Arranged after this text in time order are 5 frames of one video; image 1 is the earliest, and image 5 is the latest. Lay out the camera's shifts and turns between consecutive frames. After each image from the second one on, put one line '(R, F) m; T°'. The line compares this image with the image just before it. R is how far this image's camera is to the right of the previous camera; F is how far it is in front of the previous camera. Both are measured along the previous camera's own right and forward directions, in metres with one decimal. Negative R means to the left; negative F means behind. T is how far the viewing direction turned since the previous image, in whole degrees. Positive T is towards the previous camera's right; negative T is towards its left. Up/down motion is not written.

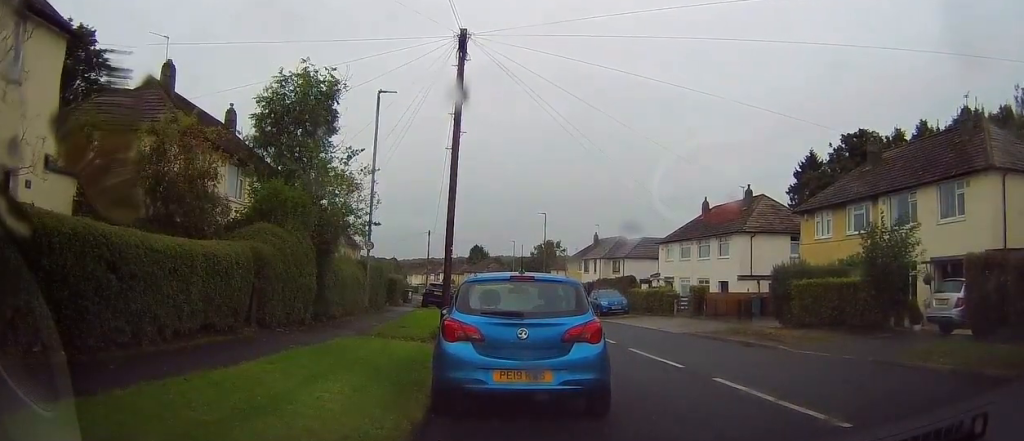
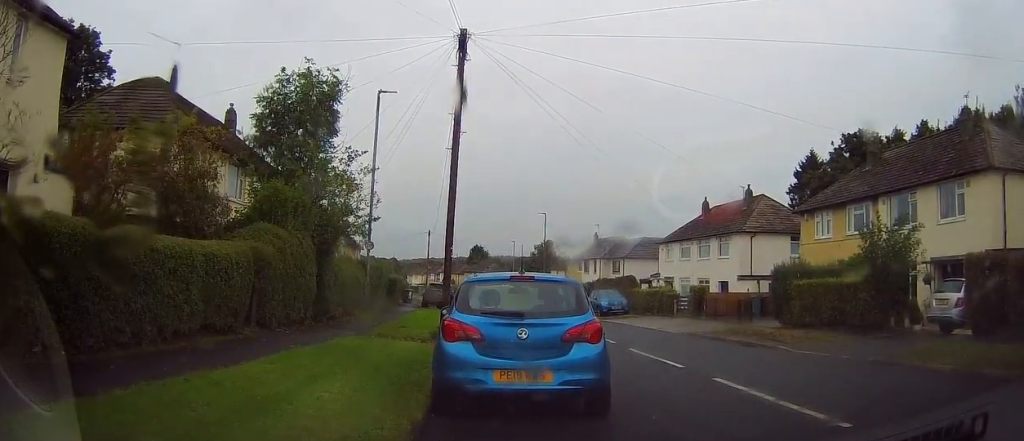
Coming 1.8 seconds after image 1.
(0.0, 0.0) m; 0°
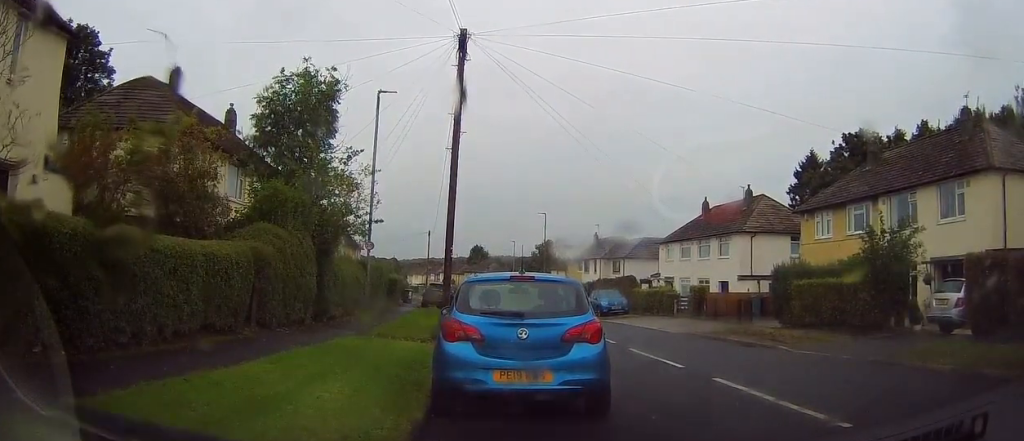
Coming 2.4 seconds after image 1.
(0.0, 0.0) m; 0°
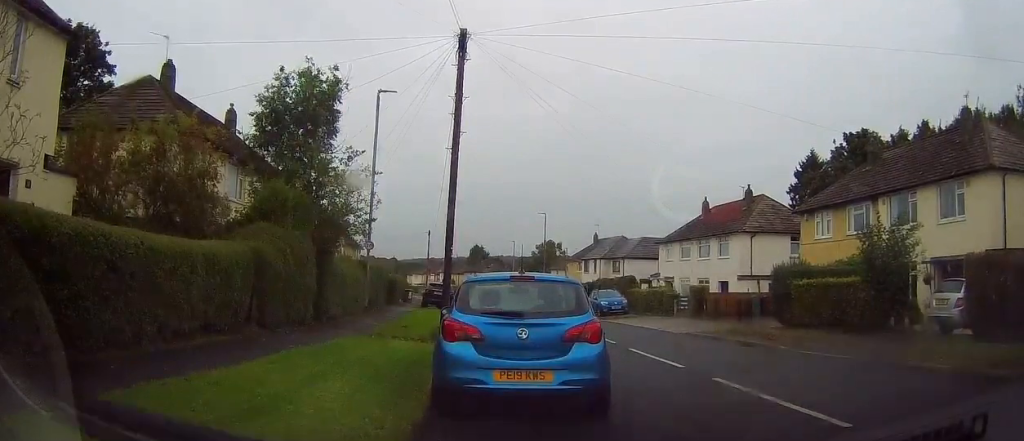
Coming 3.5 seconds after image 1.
(0.0, 0.0) m; 0°
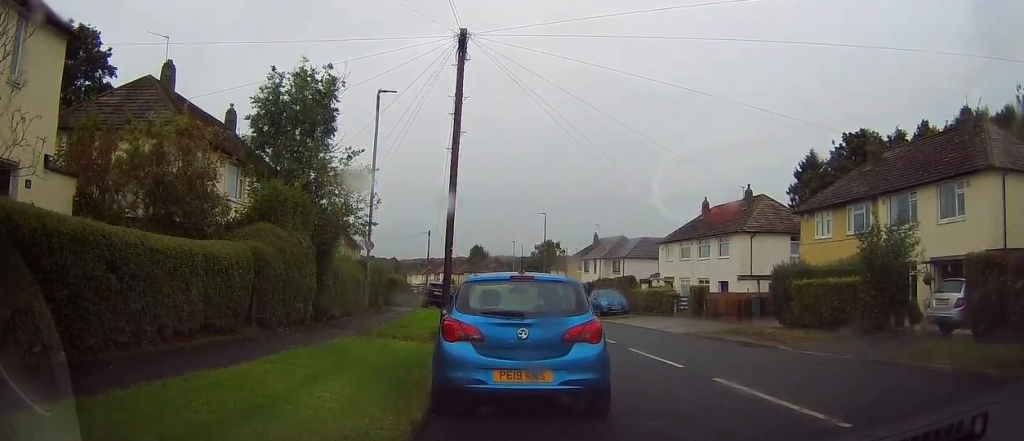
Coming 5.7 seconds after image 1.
(0.0, 0.0) m; 0°
